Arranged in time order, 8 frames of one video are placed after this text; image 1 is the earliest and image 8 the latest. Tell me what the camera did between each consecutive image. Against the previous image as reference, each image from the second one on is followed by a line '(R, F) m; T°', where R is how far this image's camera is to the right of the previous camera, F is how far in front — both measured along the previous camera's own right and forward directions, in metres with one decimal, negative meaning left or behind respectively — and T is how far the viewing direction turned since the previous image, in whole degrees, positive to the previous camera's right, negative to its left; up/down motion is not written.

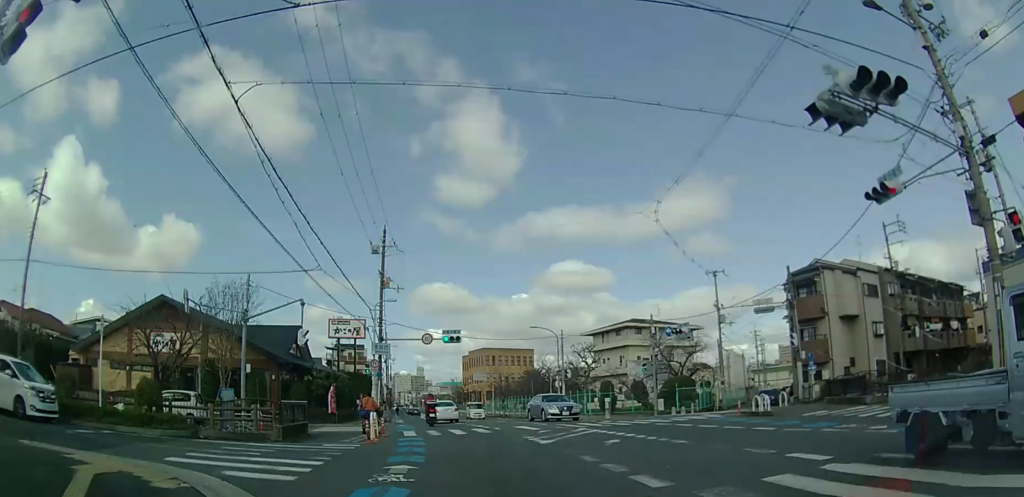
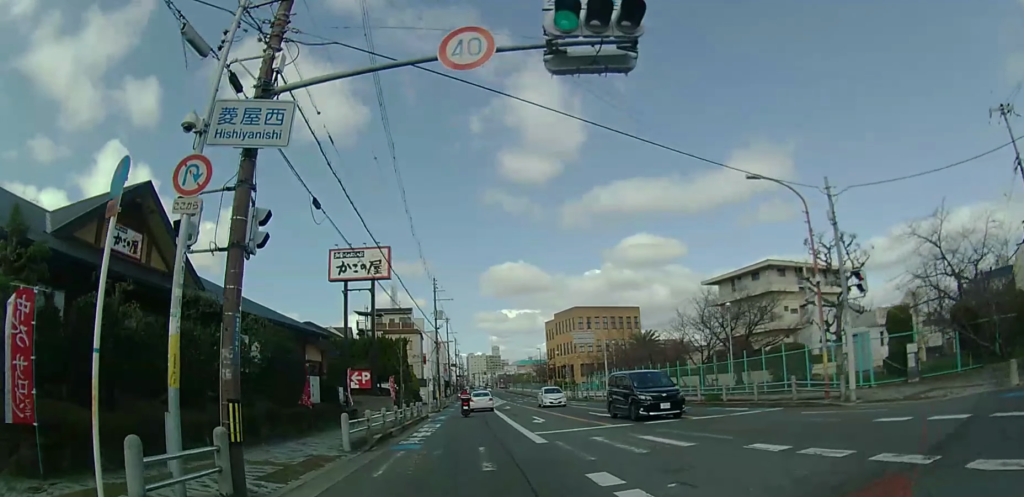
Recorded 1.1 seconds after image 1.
(0.0, +14.0) m; -1°
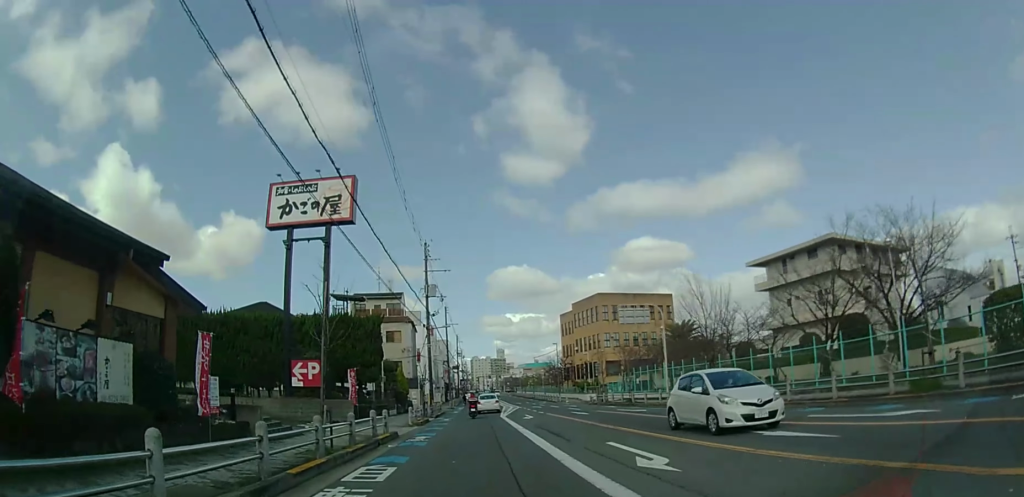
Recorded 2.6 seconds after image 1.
(-0.5, +17.1) m; -3°
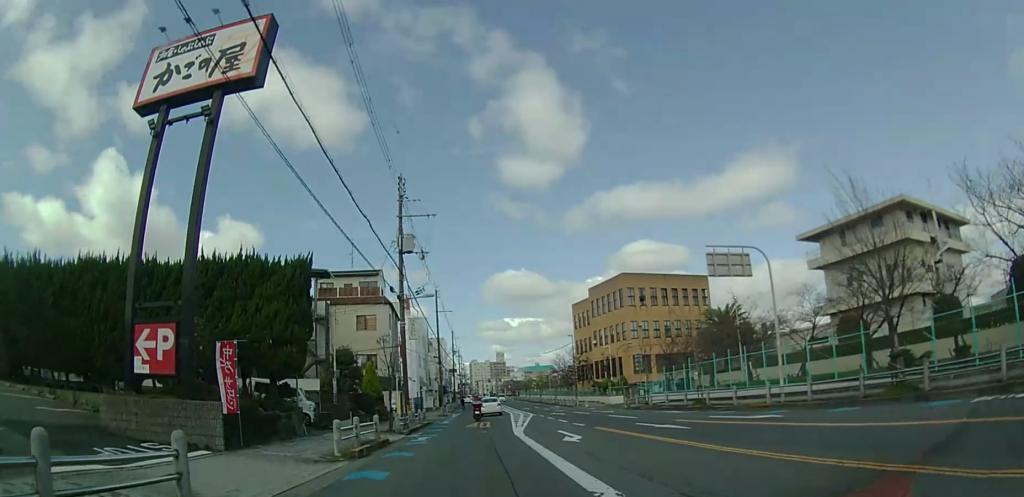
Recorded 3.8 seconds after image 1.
(-0.1, +15.0) m; 0°
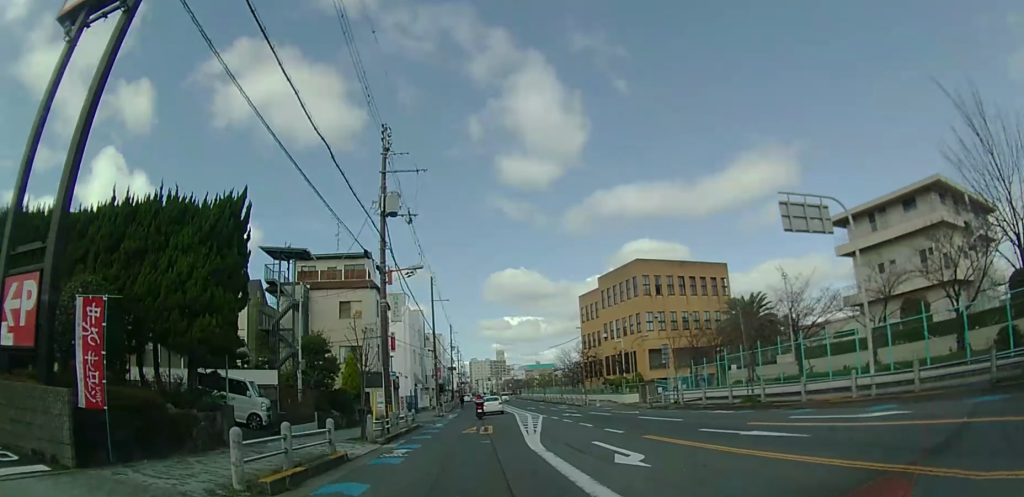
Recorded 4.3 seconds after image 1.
(+0.1, +6.4) m; 0°
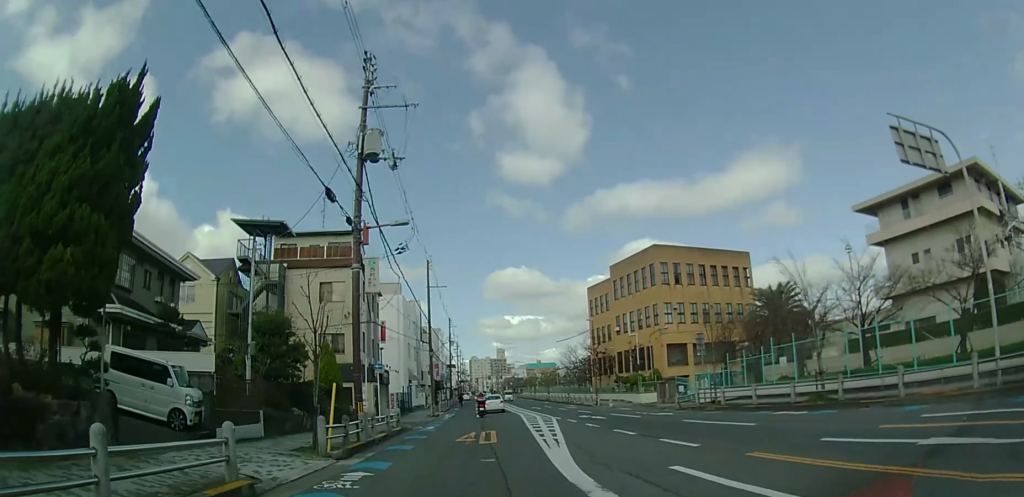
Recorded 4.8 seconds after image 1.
(-0.1, +5.8) m; 0°
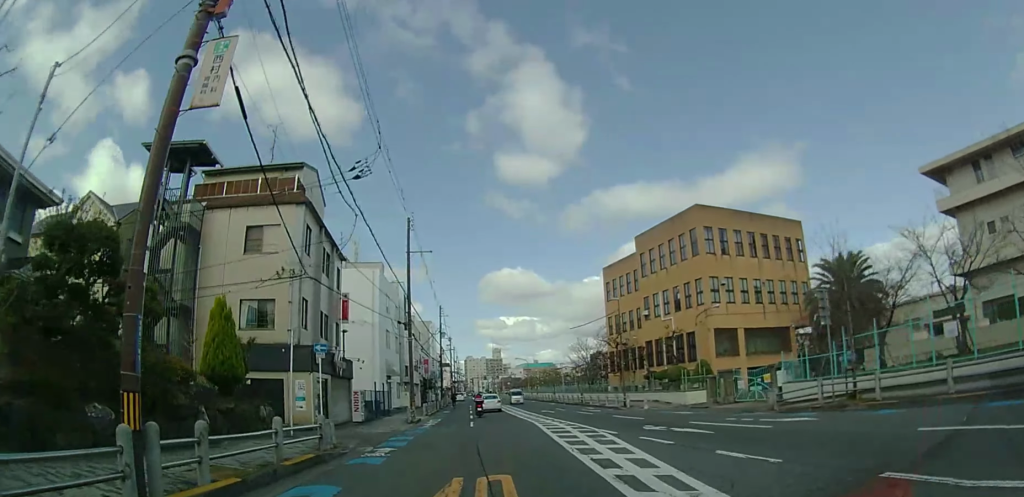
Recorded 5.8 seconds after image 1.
(-0.1, +12.4) m; 0°
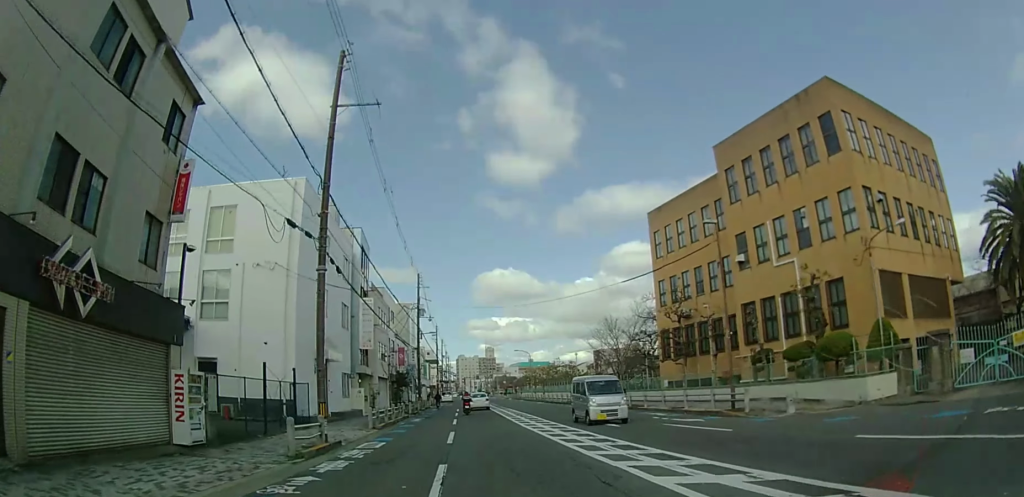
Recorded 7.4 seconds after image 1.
(+0.2, +20.7) m; +1°
